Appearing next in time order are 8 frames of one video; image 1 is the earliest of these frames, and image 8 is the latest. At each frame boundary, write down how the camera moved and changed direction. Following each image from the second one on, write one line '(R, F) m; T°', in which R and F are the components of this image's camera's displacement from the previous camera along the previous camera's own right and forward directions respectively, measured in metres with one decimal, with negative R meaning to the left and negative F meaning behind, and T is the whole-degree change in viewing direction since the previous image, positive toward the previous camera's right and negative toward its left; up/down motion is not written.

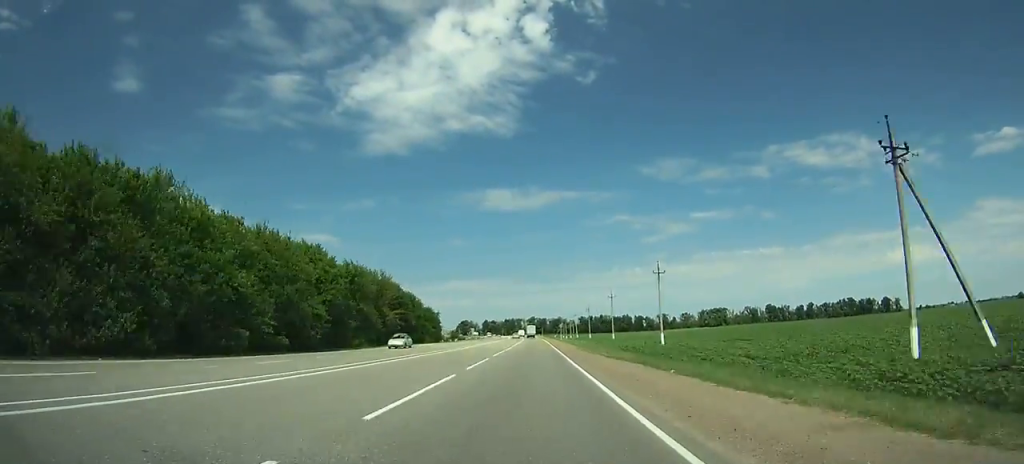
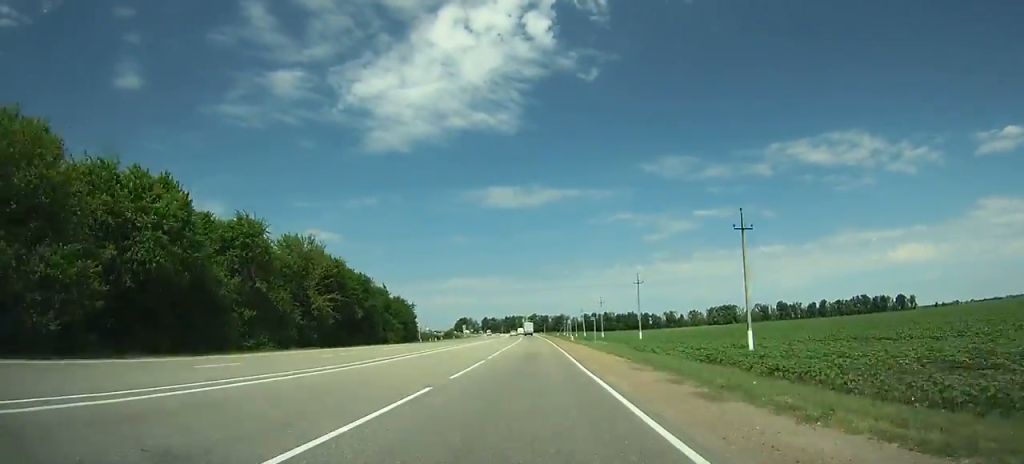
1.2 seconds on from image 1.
(-0.1, +29.9) m; 0°
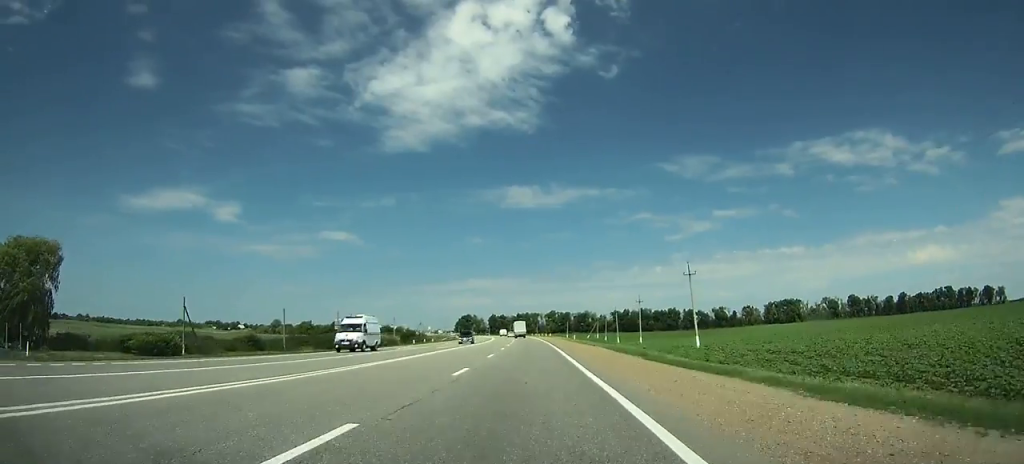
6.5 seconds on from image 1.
(-1.0, +134.7) m; -2°
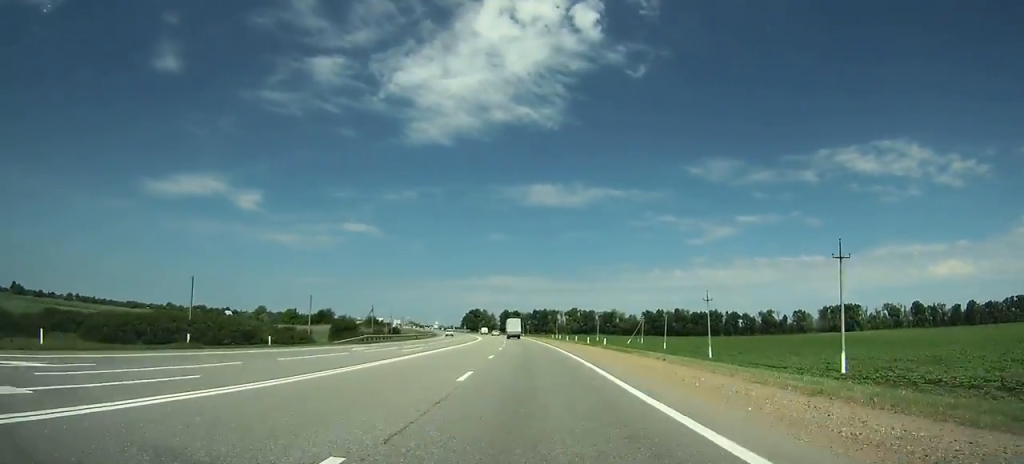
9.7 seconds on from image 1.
(-1.6, +78.9) m; -3°
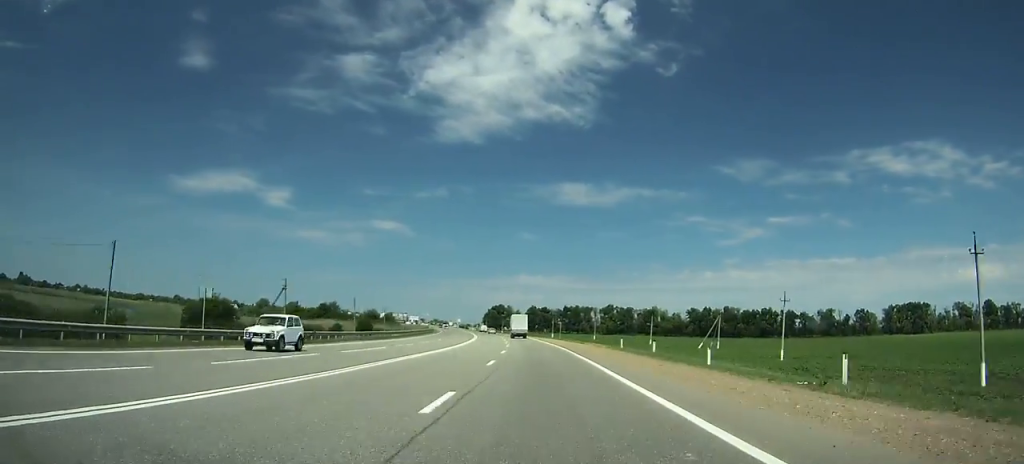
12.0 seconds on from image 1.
(-1.1, +54.8) m; -3°
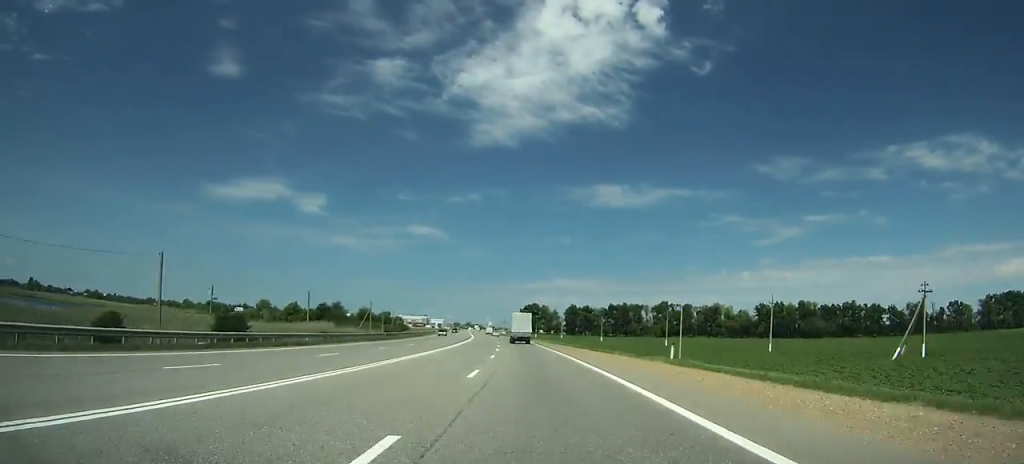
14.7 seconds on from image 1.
(-2.3, +63.1) m; -4°
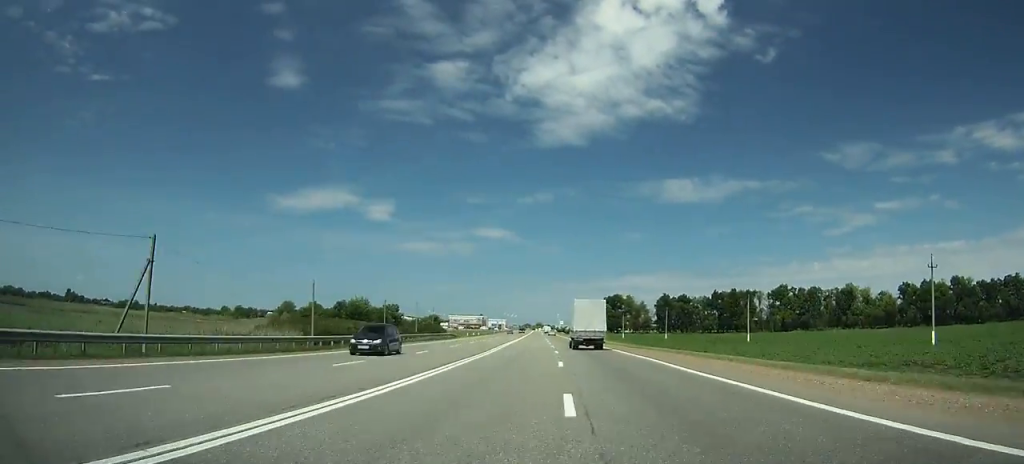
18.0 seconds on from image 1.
(-3.7, +77.8) m; -4°
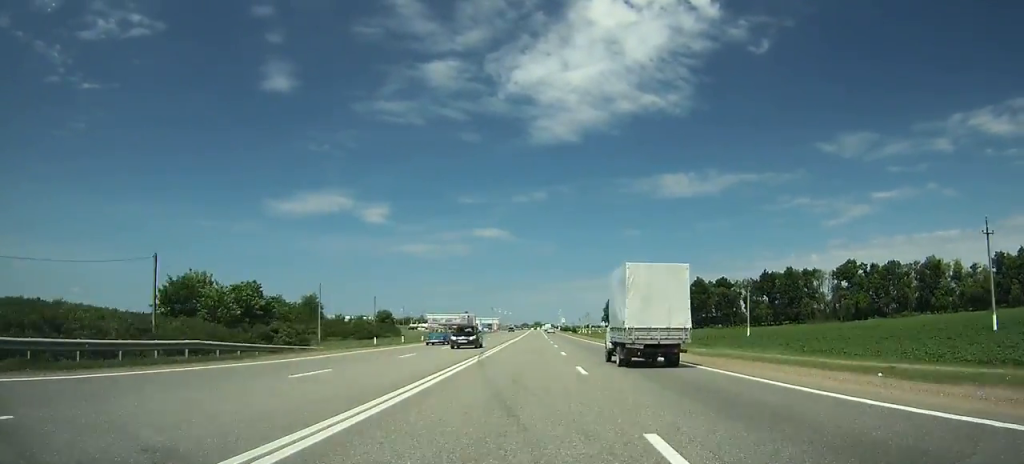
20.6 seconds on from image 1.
(-1.1, +65.3) m; -1°
